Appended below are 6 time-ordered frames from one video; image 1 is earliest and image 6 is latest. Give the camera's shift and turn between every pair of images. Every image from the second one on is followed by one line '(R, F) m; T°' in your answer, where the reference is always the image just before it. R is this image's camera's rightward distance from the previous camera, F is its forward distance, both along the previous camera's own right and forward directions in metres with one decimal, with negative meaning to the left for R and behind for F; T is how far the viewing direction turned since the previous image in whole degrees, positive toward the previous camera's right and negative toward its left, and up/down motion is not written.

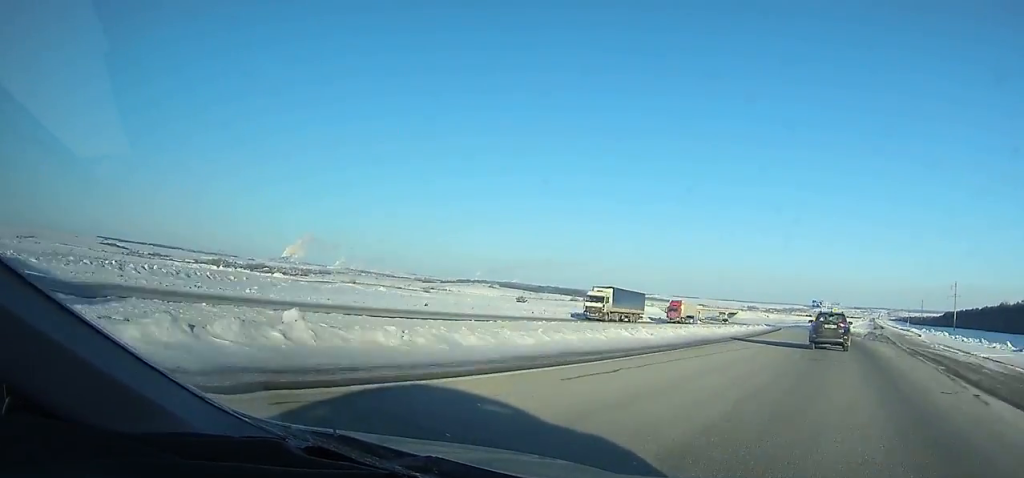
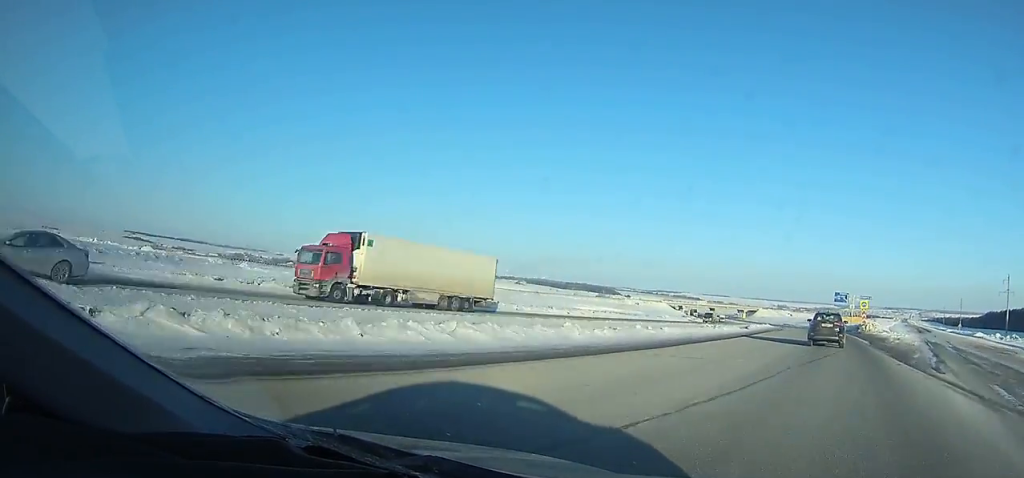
(-0.9, +41.8) m; -2°
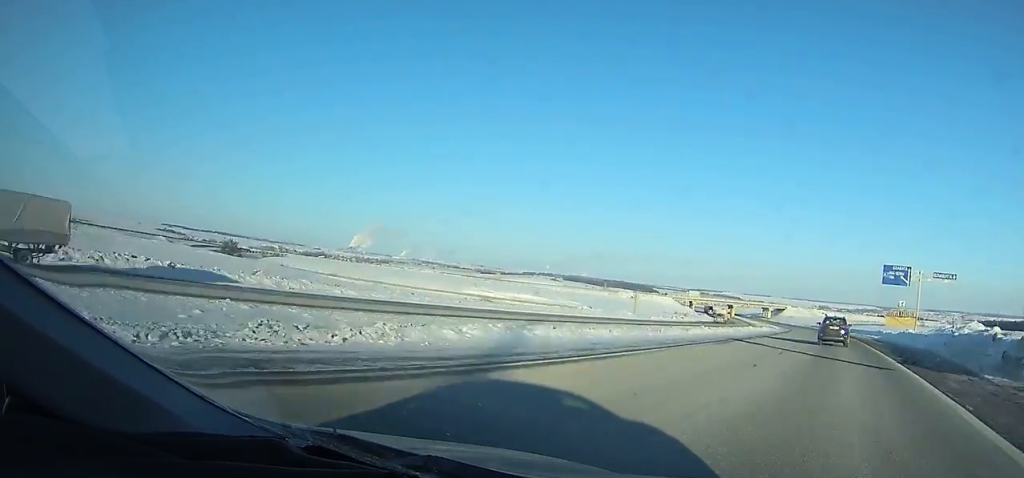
(-2.1, +62.4) m; -4°
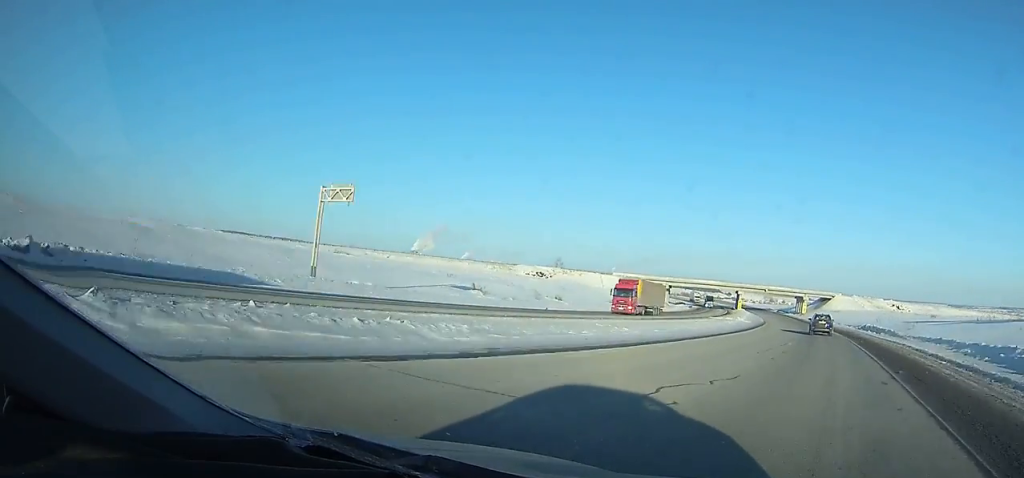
(-7.1, +120.9) m; -8°
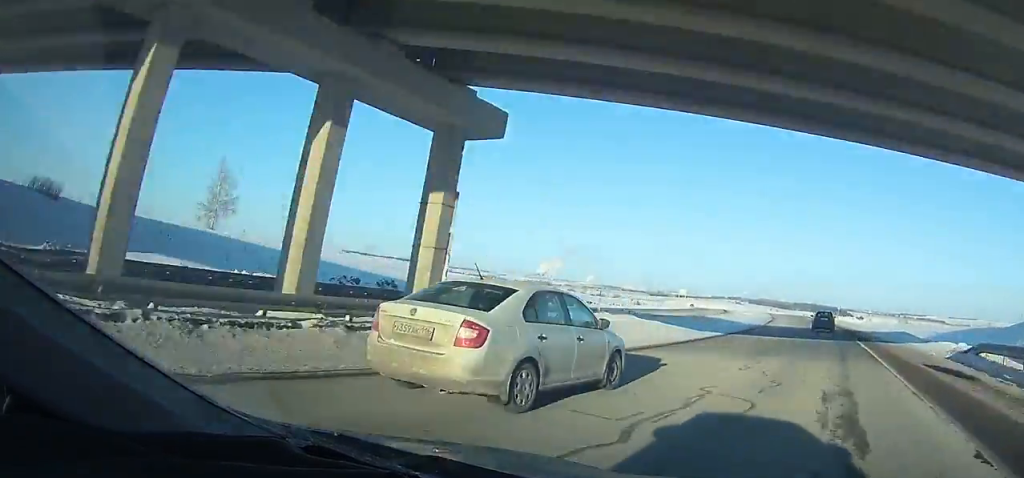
(-22.2, +171.2) m; -14°
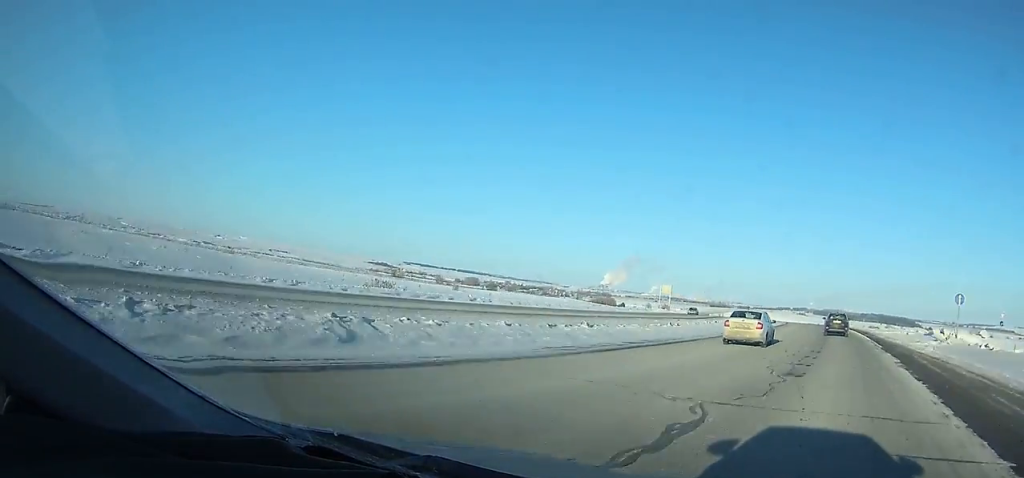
(-3.9, +81.3) m; -6°
